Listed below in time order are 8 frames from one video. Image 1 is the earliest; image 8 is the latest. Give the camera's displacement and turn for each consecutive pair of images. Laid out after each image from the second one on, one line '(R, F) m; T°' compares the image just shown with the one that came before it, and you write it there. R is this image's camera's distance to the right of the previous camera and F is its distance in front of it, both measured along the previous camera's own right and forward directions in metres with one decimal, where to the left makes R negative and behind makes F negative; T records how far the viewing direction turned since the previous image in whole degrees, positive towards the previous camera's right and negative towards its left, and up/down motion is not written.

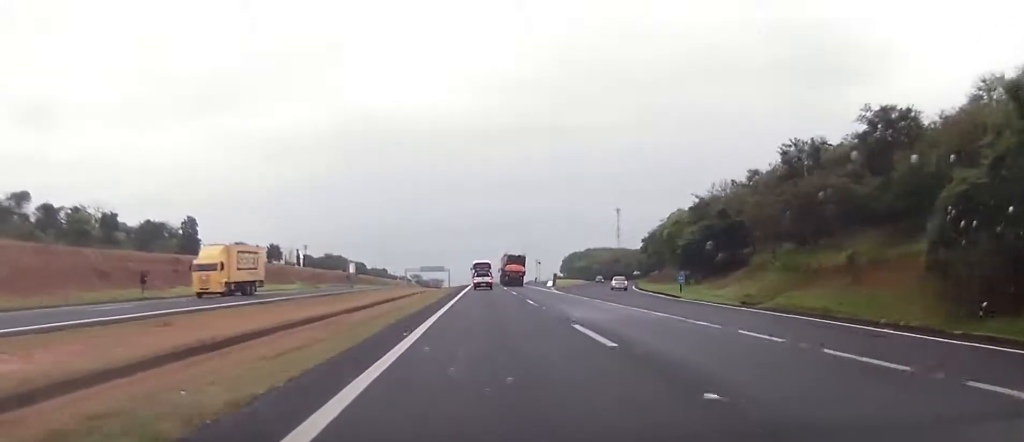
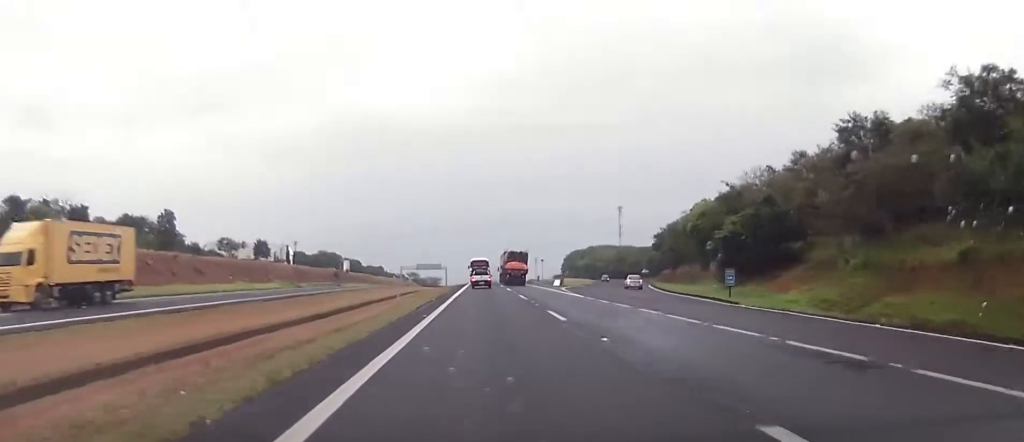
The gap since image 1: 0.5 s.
(-0.1, +11.4) m; 0°
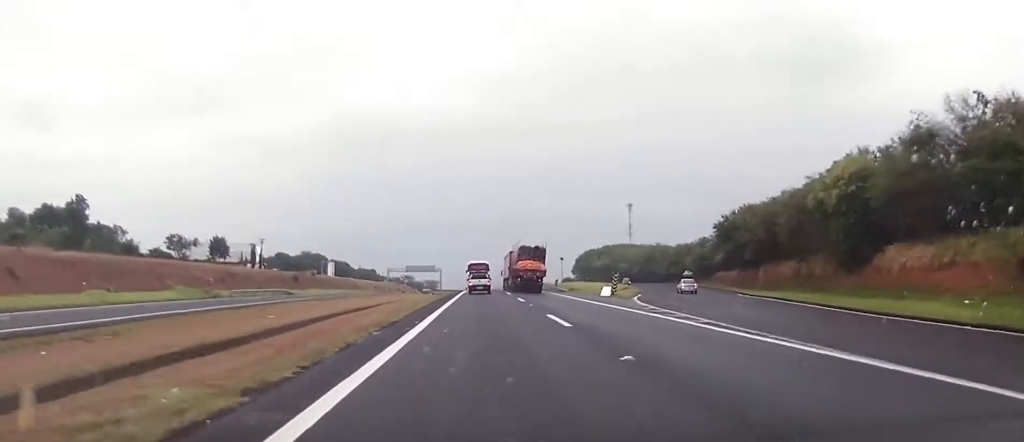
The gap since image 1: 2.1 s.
(+0.5, +36.6) m; +1°
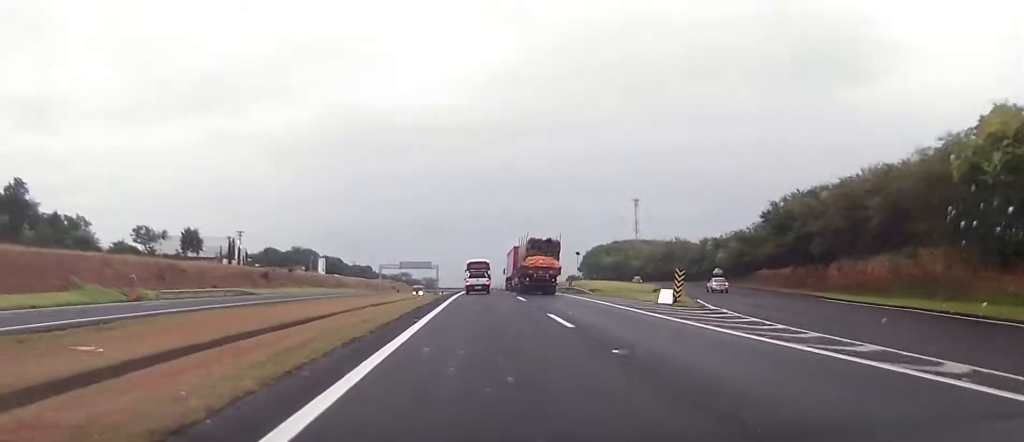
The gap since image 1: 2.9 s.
(-0.5, +19.6) m; -1°
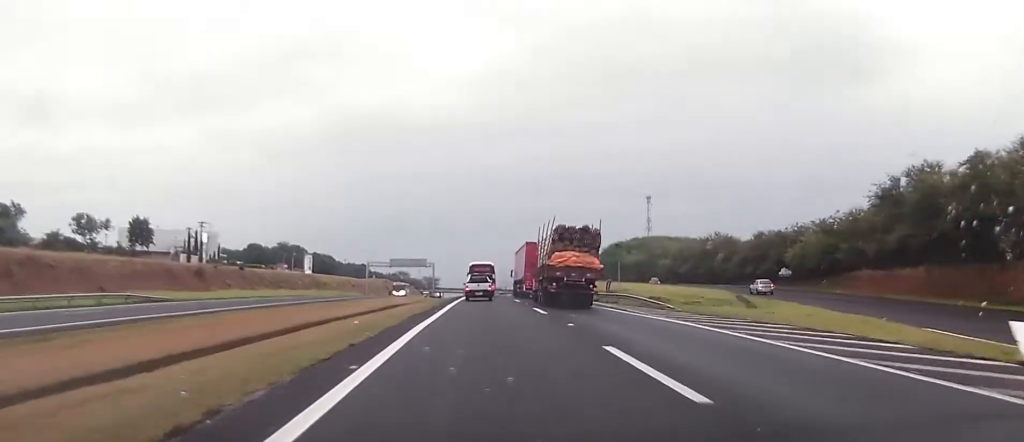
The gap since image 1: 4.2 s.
(+0.1, +31.1) m; +1°
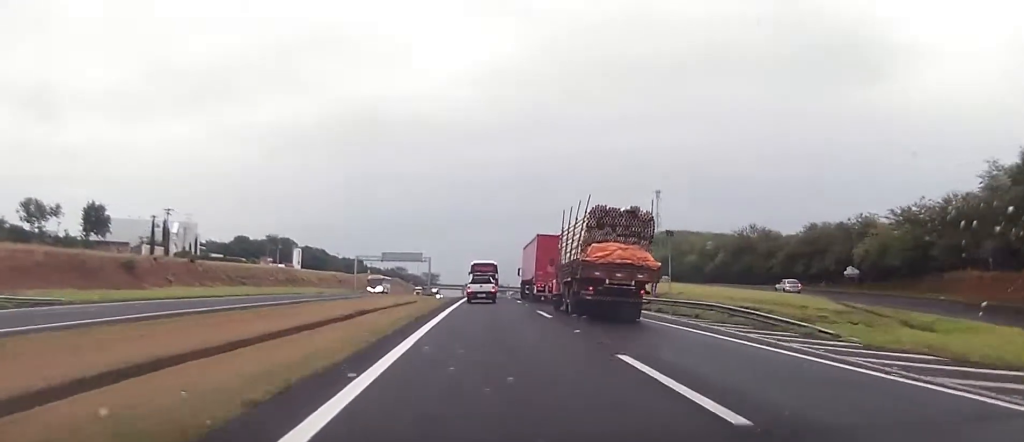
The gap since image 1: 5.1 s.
(0.0, +19.4) m; 0°
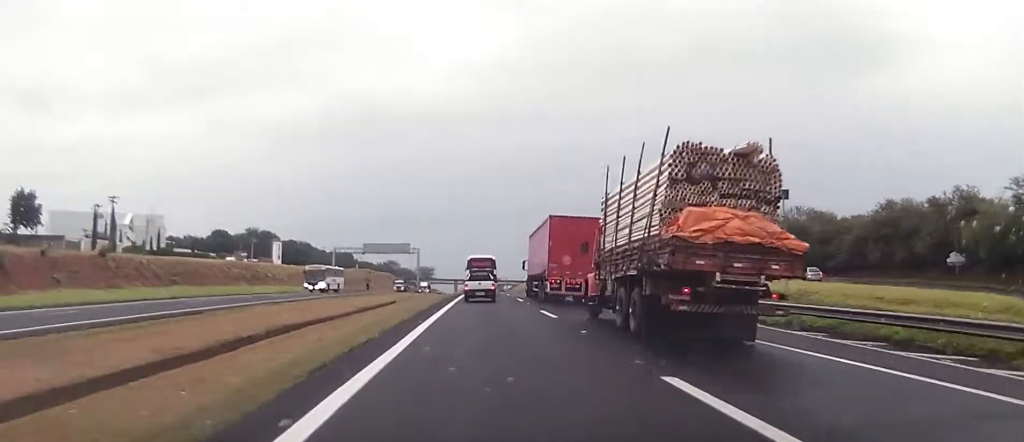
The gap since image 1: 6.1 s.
(+0.2, +20.8) m; -1°
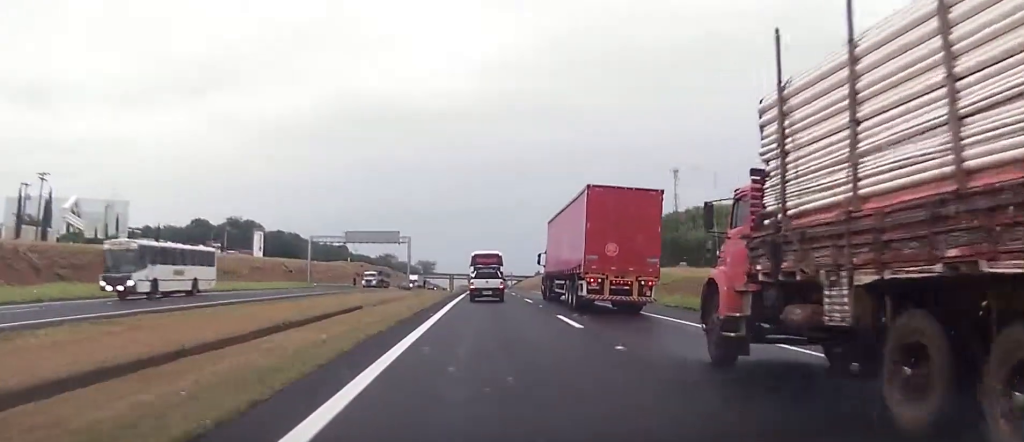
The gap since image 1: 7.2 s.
(-0.4, +21.7) m; -1°
